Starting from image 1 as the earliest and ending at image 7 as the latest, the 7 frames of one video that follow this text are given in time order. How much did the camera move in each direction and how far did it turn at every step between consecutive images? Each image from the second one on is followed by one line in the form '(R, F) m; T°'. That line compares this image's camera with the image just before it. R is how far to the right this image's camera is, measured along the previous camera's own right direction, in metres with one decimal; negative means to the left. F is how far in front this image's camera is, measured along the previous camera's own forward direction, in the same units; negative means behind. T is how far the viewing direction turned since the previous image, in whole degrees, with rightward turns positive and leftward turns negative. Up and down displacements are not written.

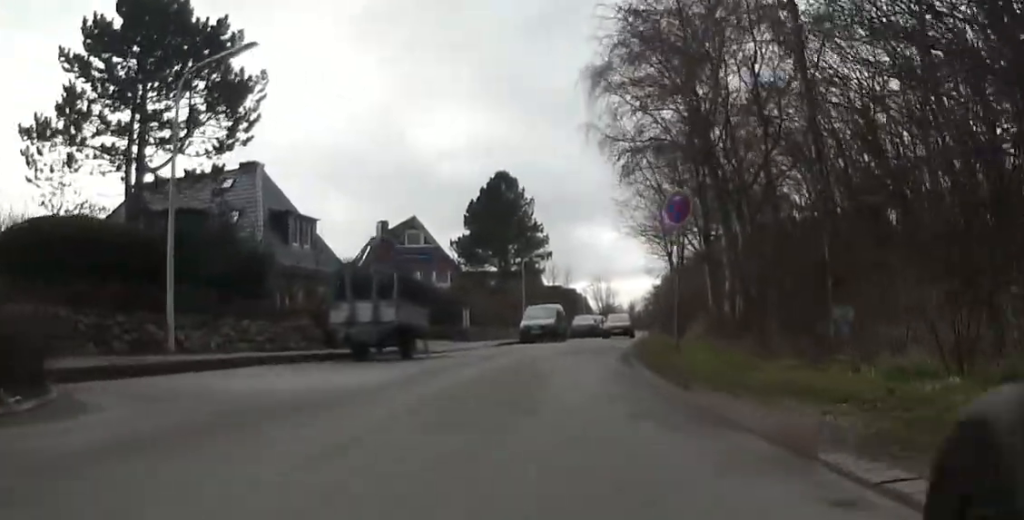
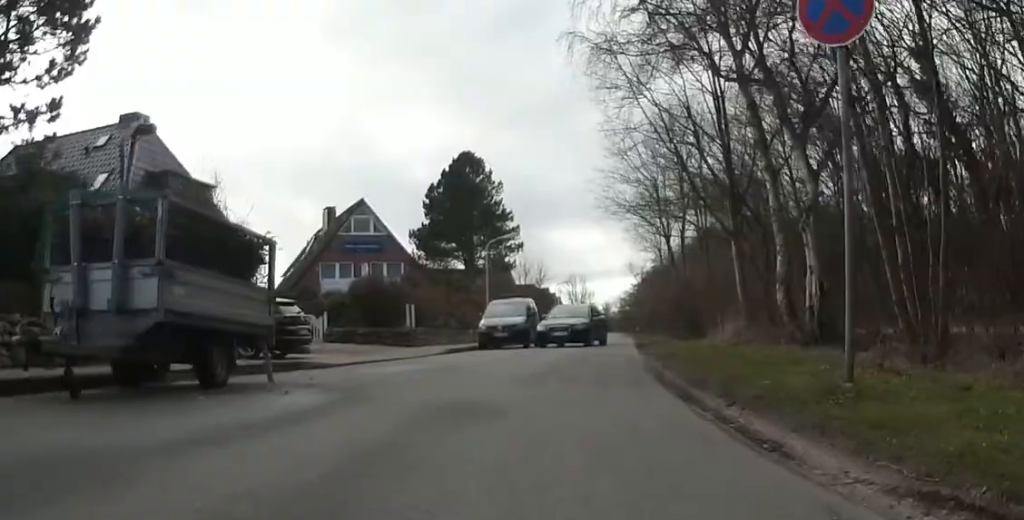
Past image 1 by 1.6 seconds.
(-0.3, +9.0) m; +4°
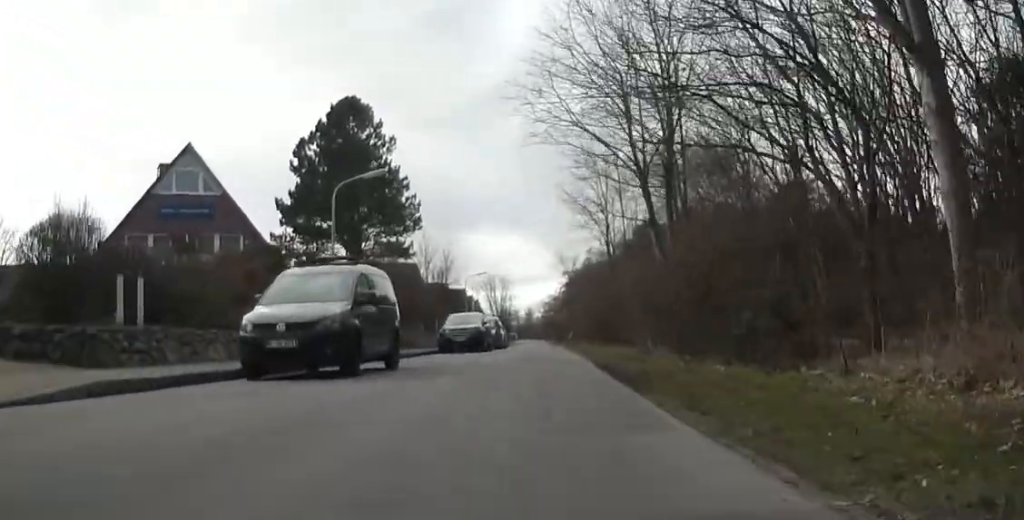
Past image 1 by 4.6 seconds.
(+1.1, +16.9) m; +2°
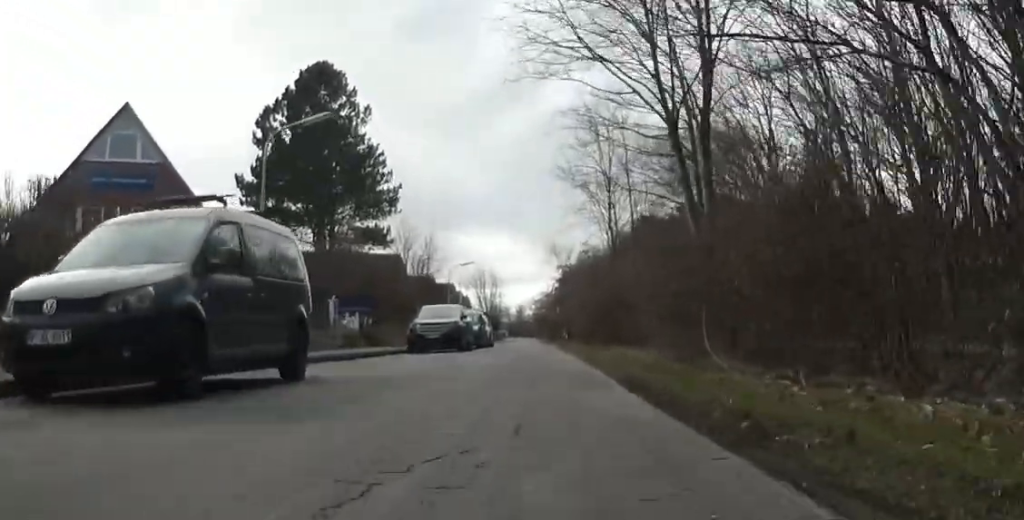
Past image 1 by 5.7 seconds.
(0.0, +5.8) m; +1°
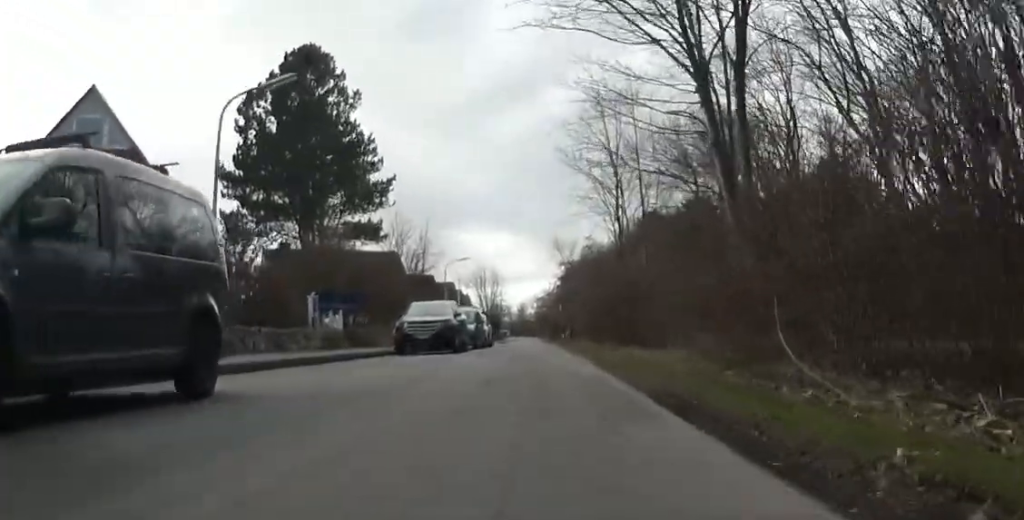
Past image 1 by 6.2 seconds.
(0.0, +2.9) m; +1°
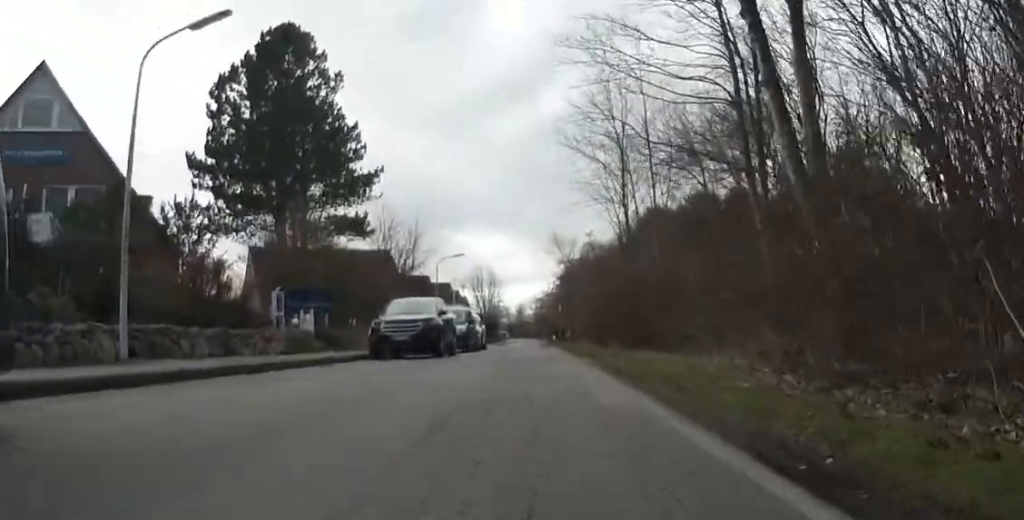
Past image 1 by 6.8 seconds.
(0.0, +3.4) m; 0°
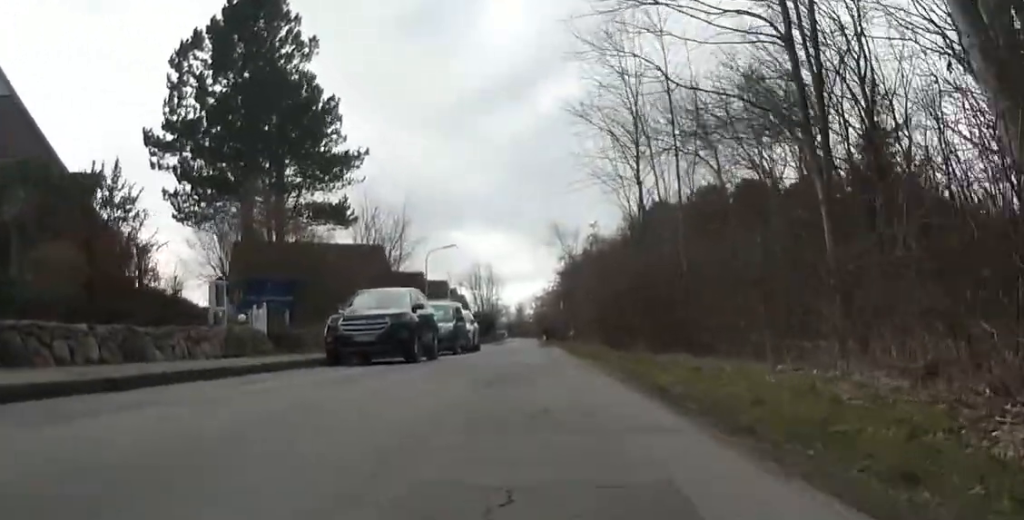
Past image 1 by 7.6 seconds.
(0.0, +4.3) m; 0°
